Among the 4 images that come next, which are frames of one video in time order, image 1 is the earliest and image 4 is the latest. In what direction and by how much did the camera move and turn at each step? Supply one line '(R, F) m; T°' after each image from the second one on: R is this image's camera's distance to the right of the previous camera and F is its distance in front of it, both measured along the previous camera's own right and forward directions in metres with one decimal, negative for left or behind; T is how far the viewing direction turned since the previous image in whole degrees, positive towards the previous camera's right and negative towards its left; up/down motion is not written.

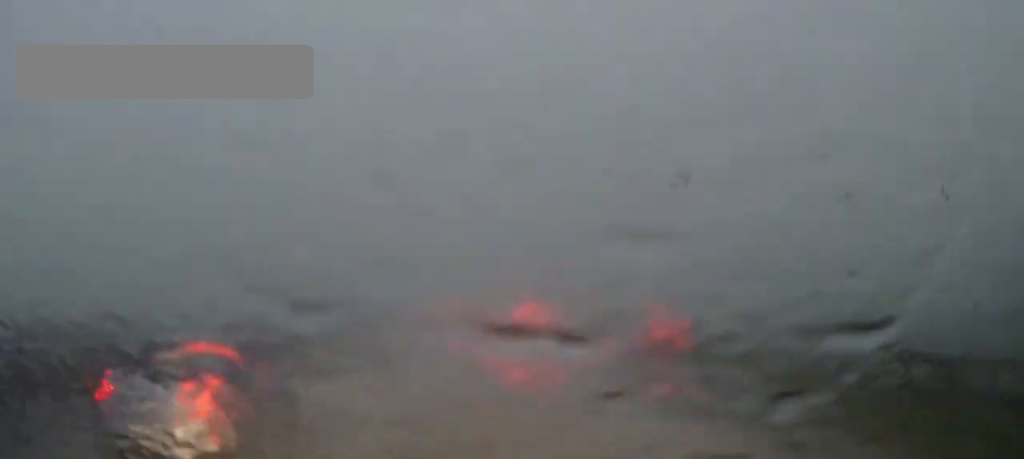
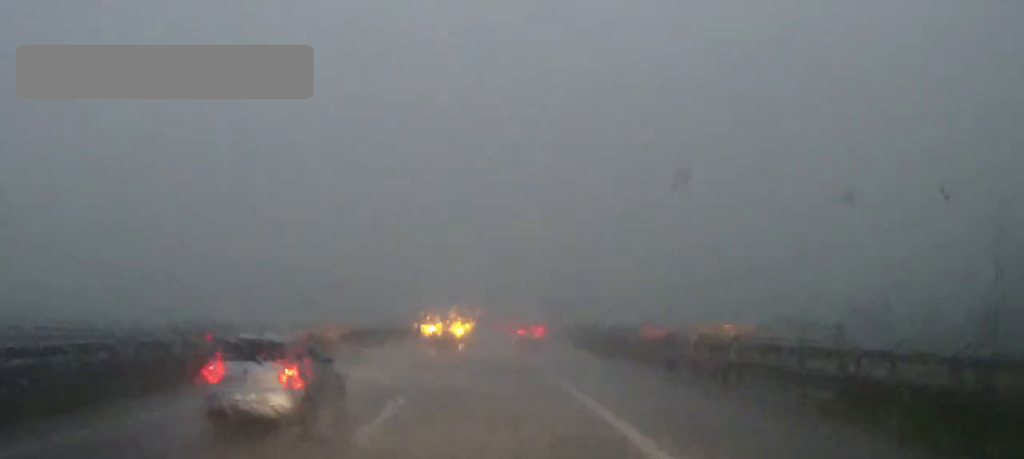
(+0.1, +11.9) m; +1°
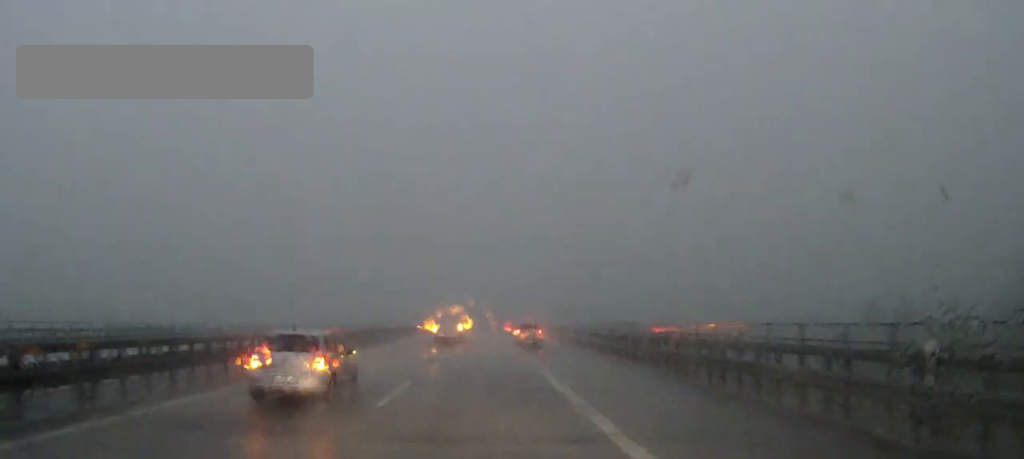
(0.0, +13.9) m; -1°
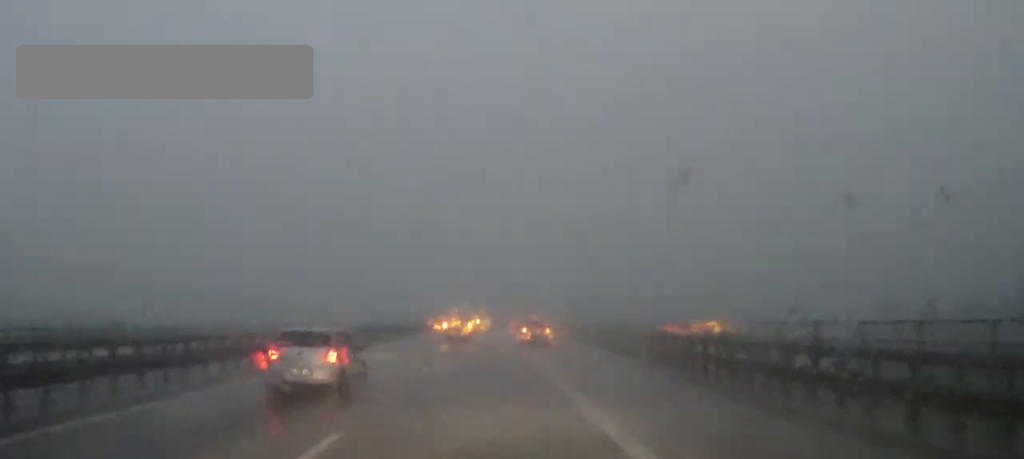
(0.0, +10.1) m; 0°
